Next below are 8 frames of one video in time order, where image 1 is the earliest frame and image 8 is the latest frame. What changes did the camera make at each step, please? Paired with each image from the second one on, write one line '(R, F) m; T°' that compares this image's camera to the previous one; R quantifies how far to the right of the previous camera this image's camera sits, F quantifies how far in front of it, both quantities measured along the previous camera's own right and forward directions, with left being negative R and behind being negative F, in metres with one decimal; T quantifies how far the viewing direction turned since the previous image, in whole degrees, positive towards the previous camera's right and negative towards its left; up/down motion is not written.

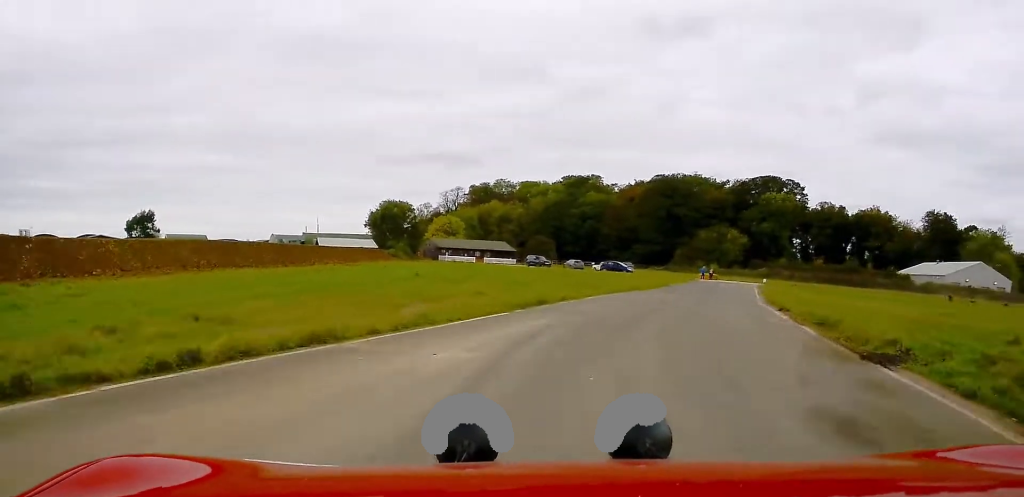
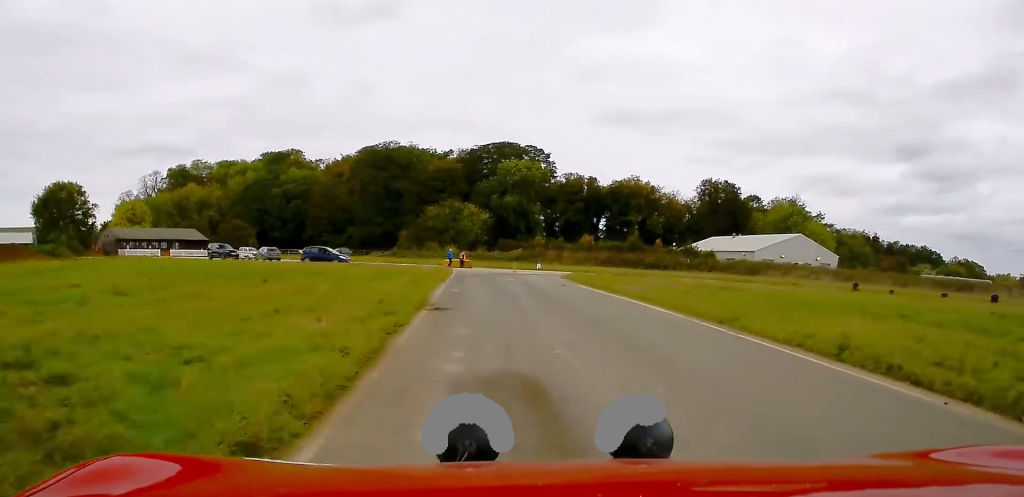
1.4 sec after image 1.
(+6.1, +30.7) m; +16°
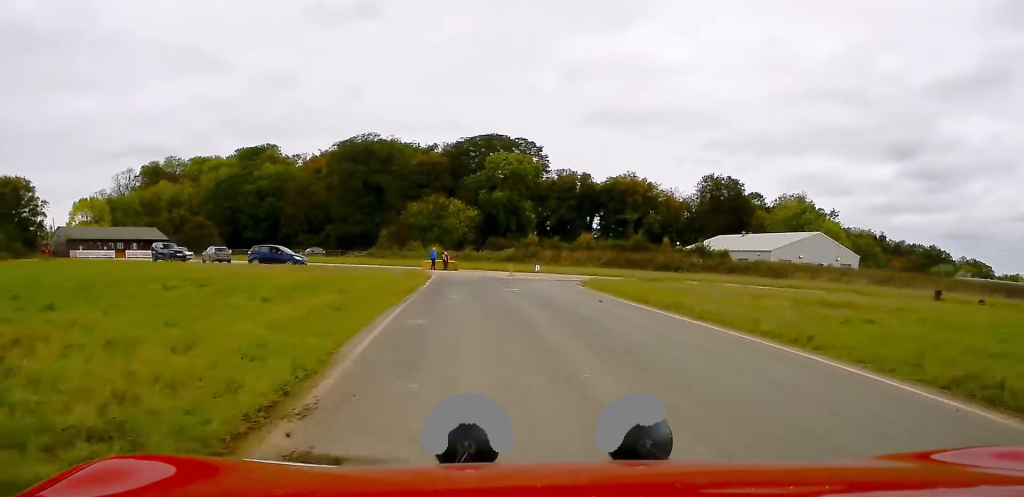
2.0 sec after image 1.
(+0.3, +11.1) m; +2°
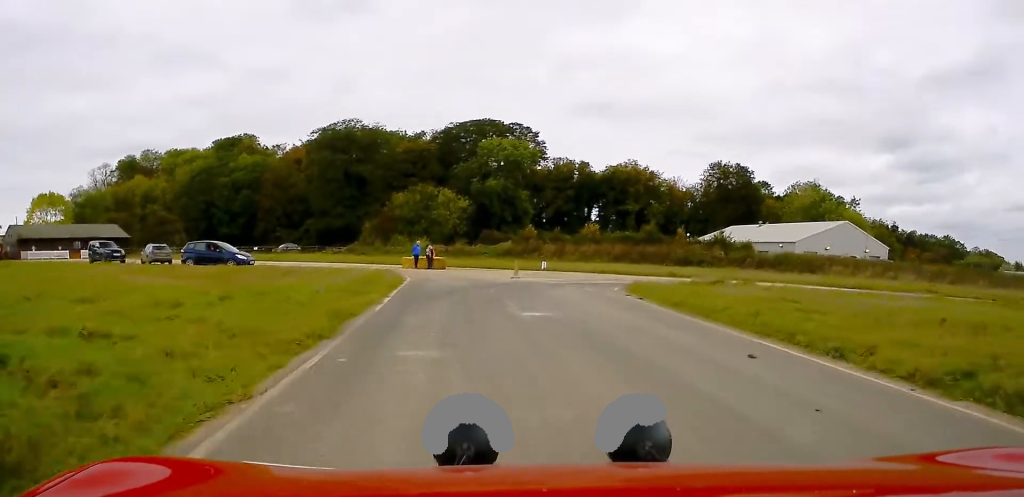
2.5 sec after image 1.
(-0.2, +10.4) m; +1°
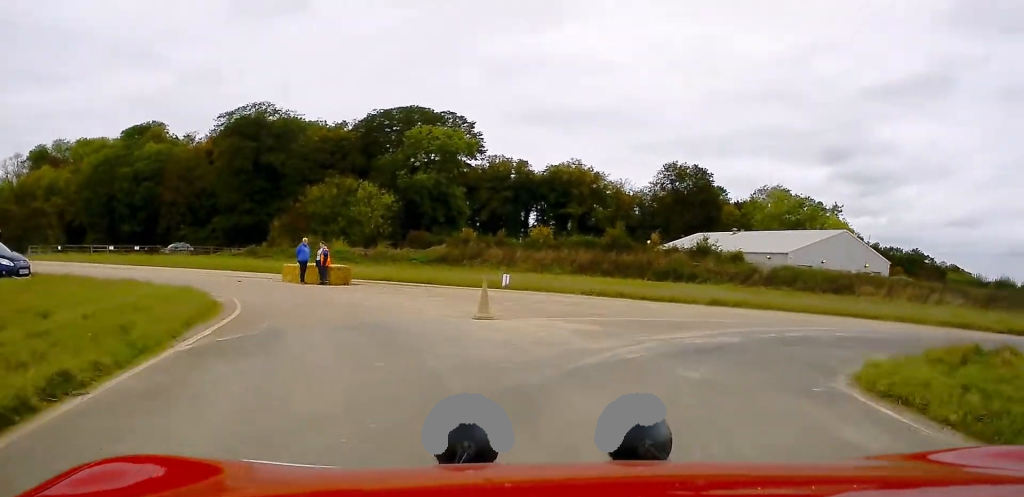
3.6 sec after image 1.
(+0.7, +18.6) m; +14°
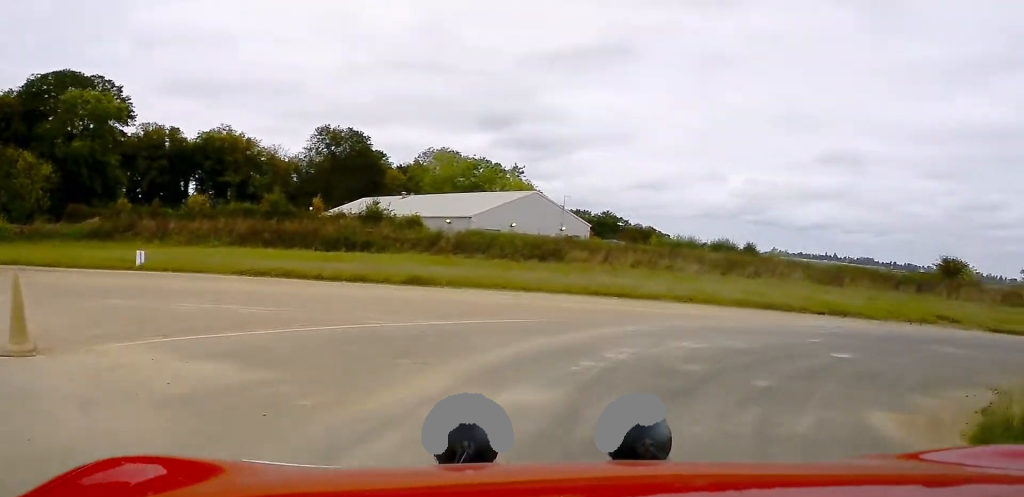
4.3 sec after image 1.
(+1.8, +7.6) m; +22°
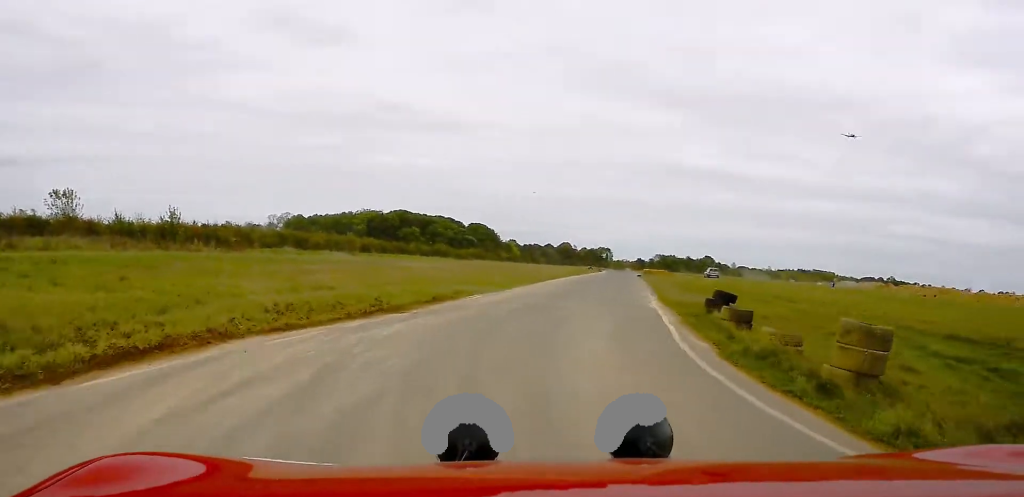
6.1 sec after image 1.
(+12.1, +15.4) m; +68°
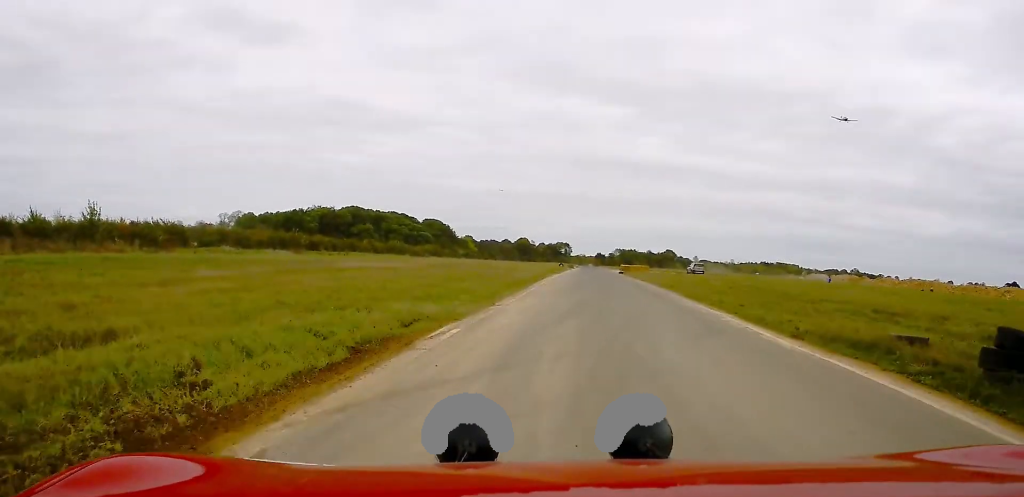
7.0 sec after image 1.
(+2.4, +11.9) m; +15°
